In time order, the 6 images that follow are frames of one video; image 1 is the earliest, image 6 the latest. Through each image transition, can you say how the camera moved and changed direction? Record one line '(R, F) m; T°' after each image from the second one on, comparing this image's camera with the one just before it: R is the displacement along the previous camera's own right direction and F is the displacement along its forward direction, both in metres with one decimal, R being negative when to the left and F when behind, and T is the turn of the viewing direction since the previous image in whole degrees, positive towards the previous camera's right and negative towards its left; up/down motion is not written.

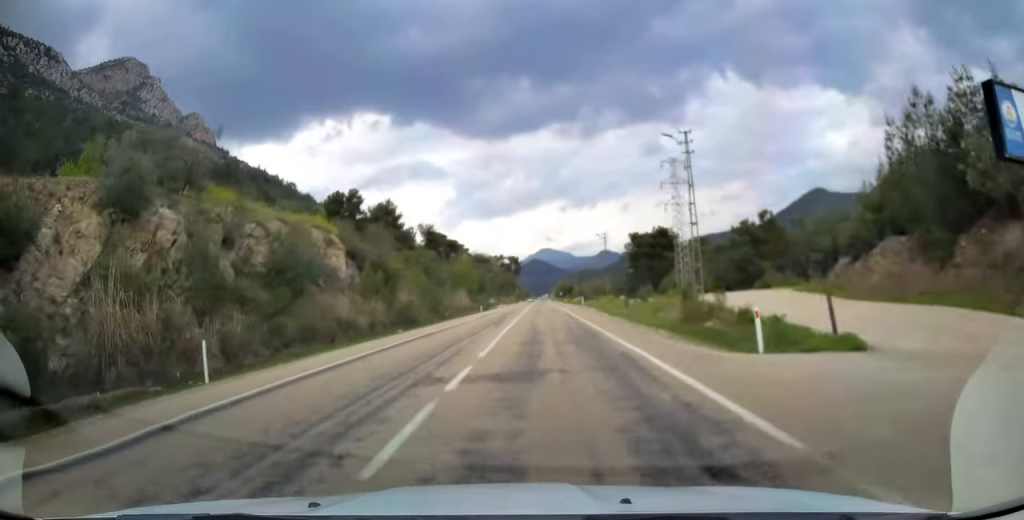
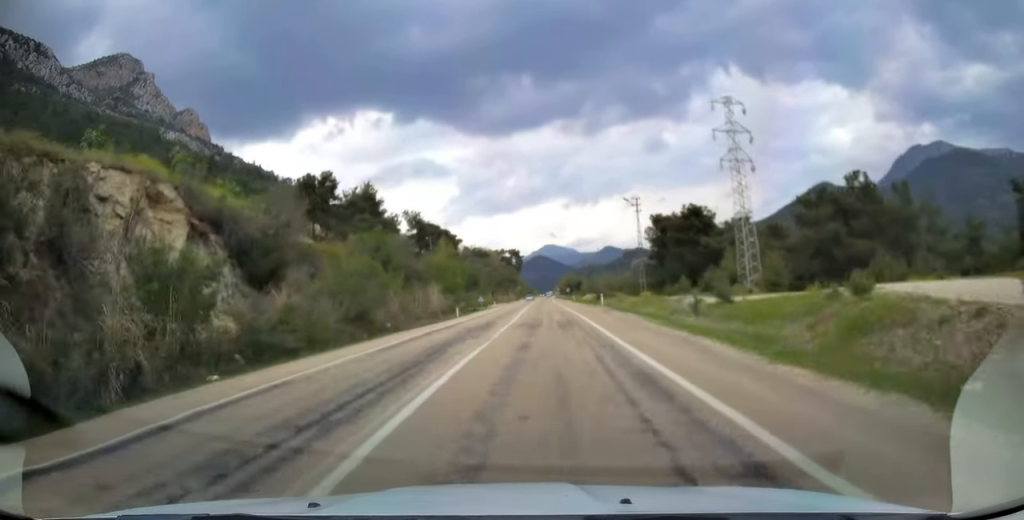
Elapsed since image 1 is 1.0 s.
(-0.1, +23.0) m; -1°
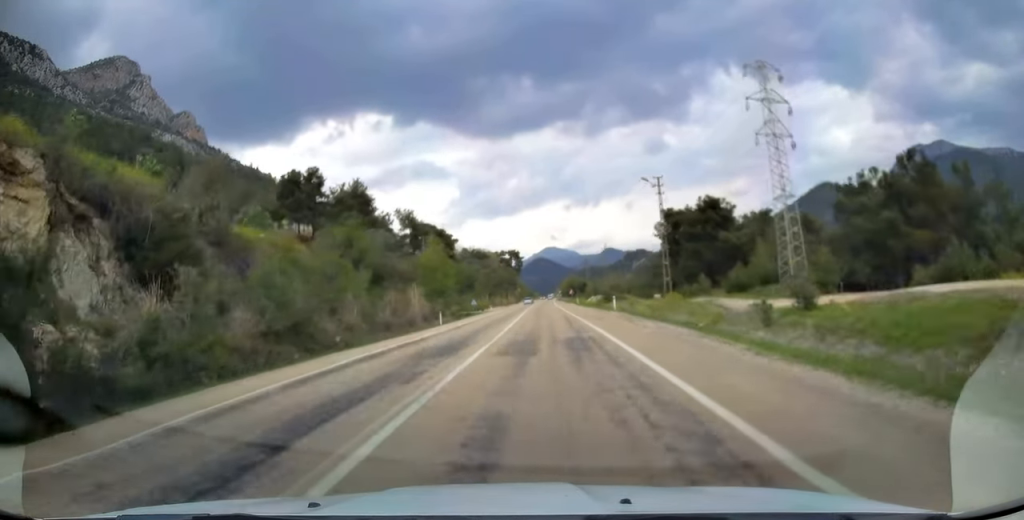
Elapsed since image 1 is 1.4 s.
(-0.1, +9.2) m; 0°
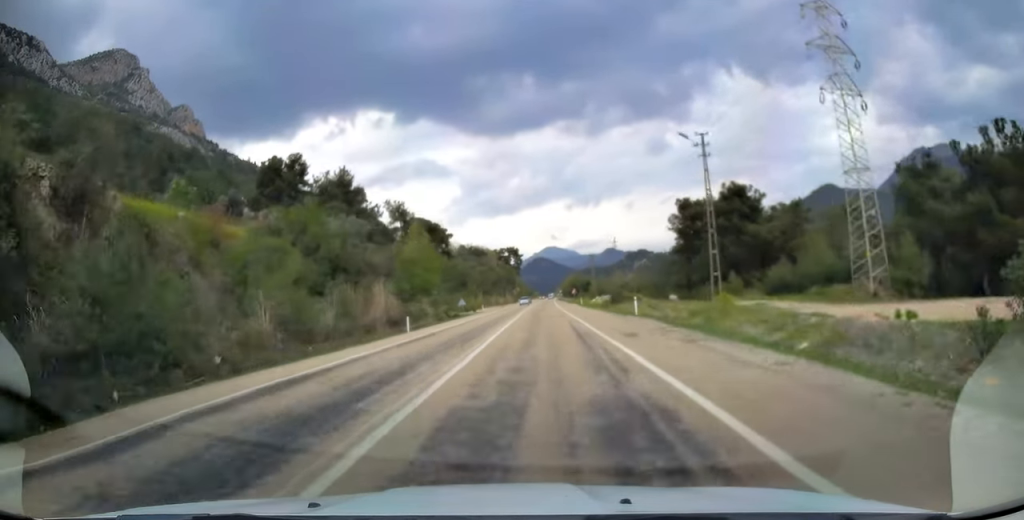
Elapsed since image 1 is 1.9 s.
(0.0, +10.8) m; 0°
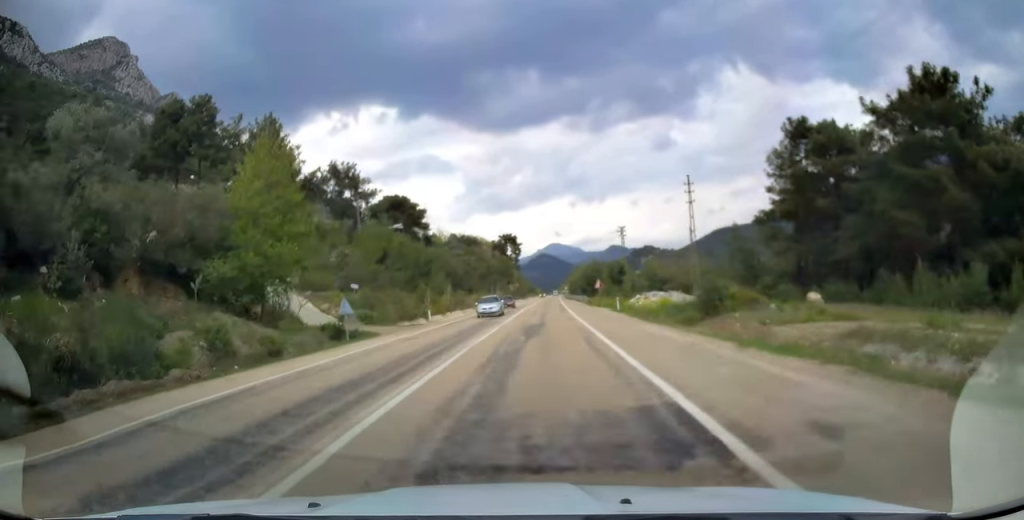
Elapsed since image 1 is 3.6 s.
(-0.1, +39.0) m; 0°
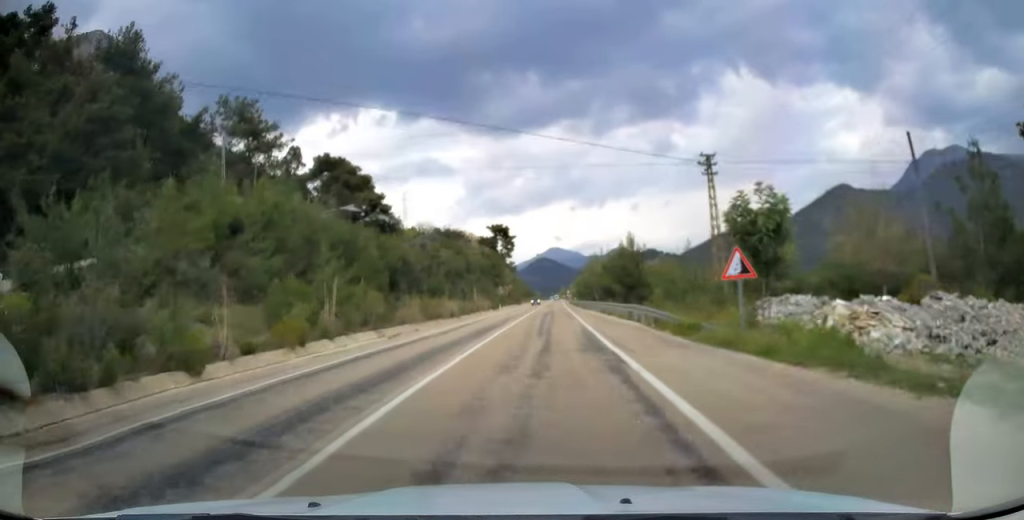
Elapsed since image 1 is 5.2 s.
(+0.1, +37.9) m; 0°
